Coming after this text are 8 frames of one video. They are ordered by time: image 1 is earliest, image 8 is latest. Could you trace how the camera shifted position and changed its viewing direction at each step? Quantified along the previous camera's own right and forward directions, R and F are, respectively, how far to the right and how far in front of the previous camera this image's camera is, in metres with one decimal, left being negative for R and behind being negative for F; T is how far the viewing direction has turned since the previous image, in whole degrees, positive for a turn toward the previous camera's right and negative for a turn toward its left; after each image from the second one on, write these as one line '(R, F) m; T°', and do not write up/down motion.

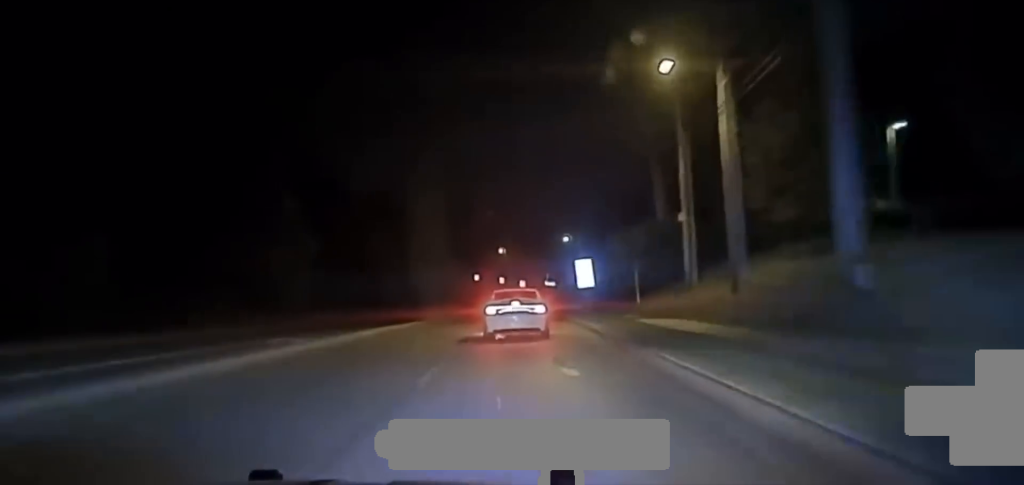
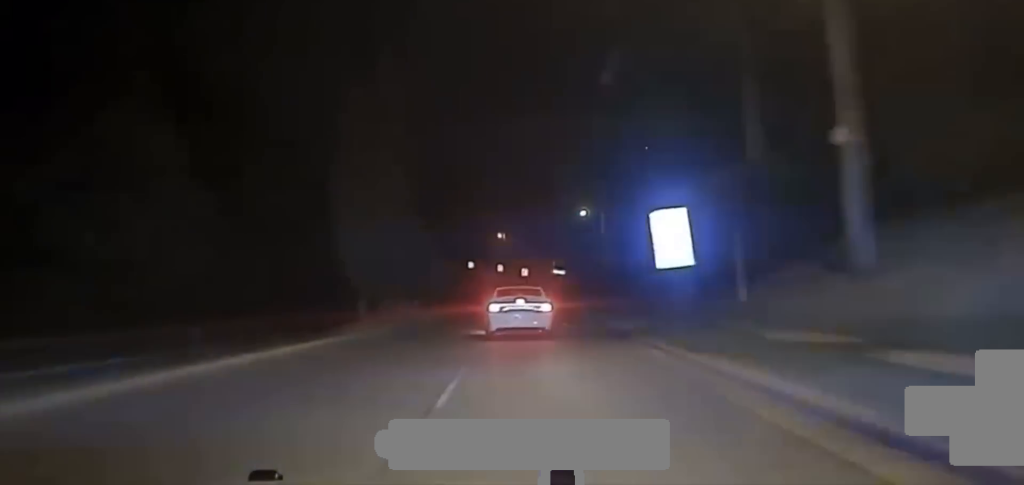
(+0.3, +24.7) m; 0°
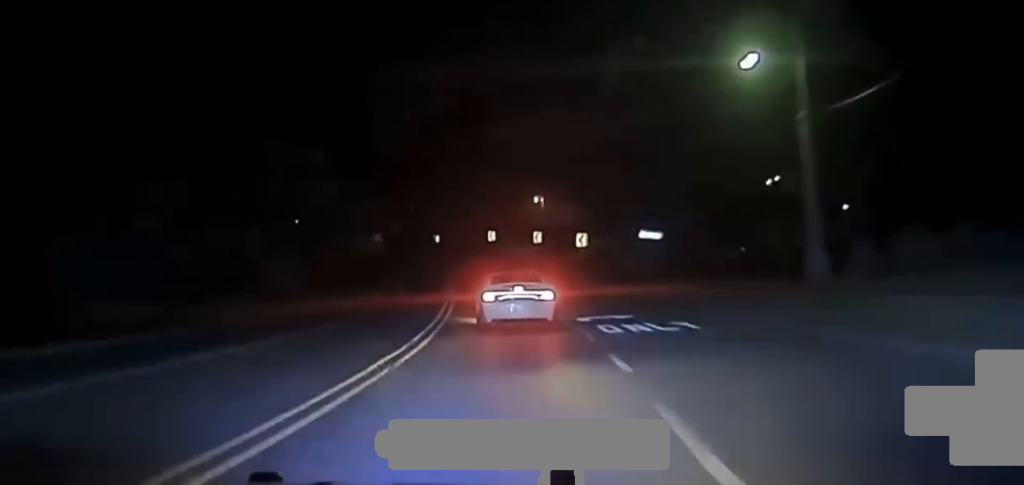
(-0.3, +51.3) m; -3°
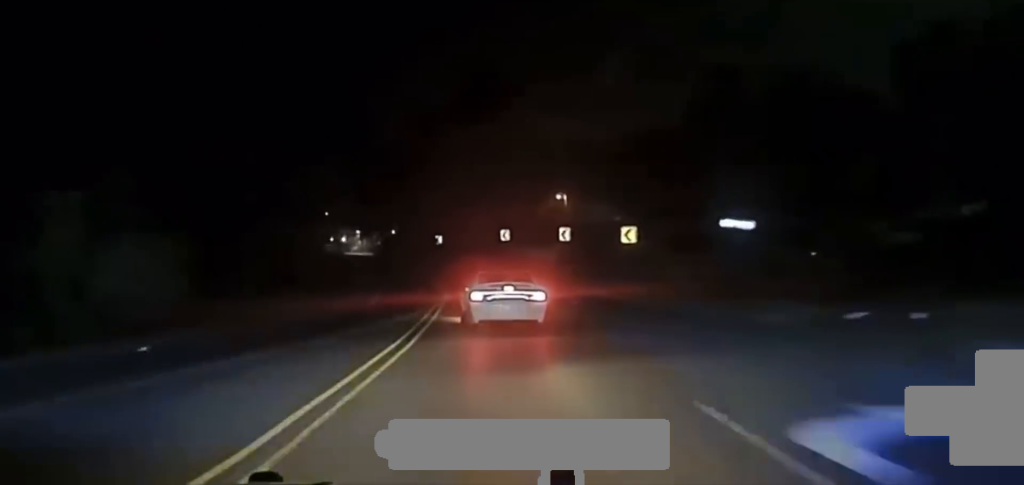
(-0.4, +19.0) m; -4°
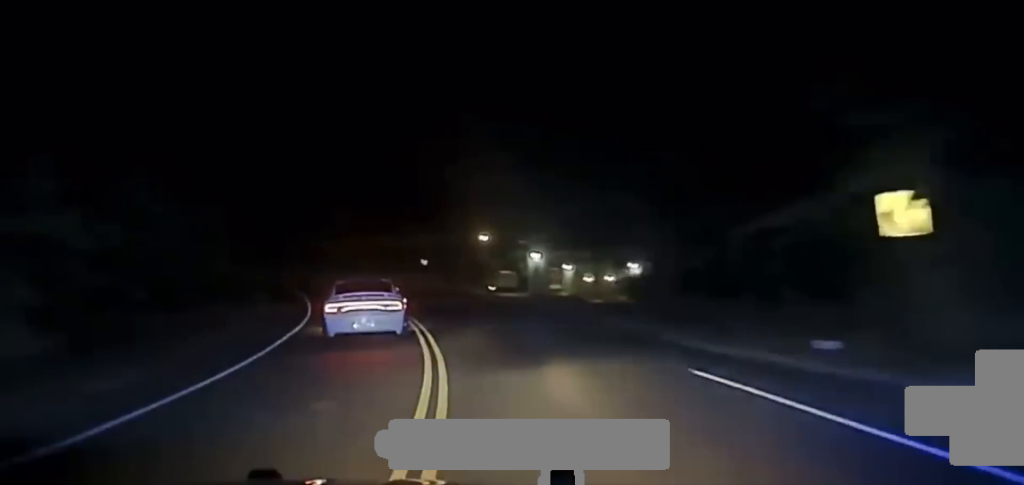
(-11.0, +76.8) m; -19°
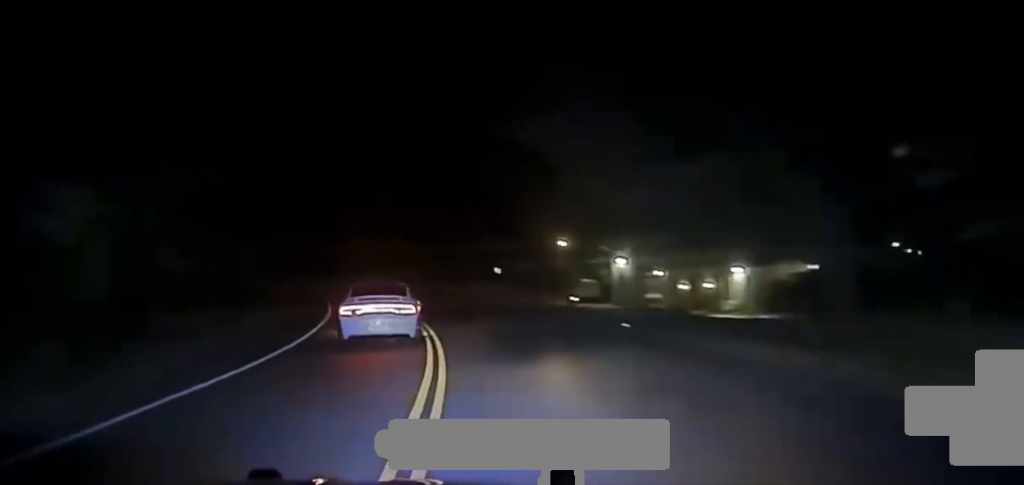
(-0.9, +12.9) m; -5°
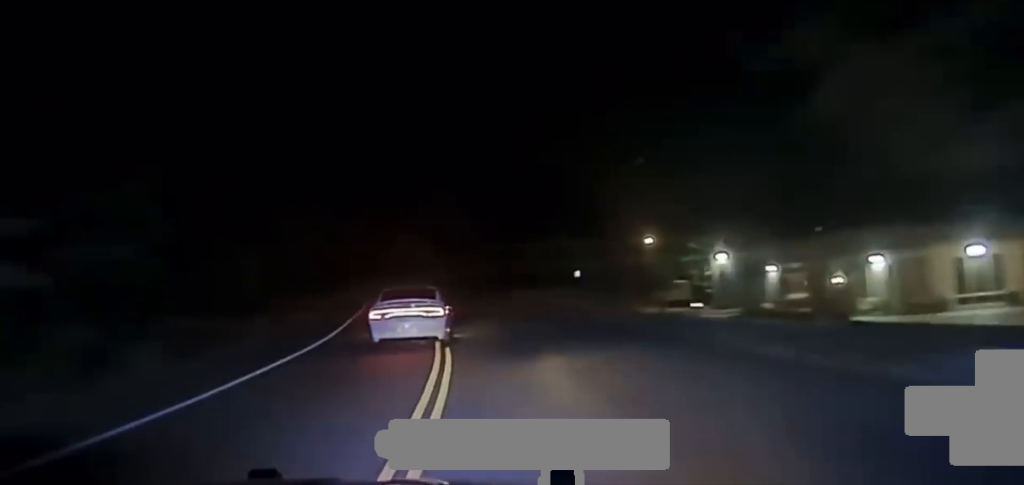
(-0.7, +15.8) m; -3°
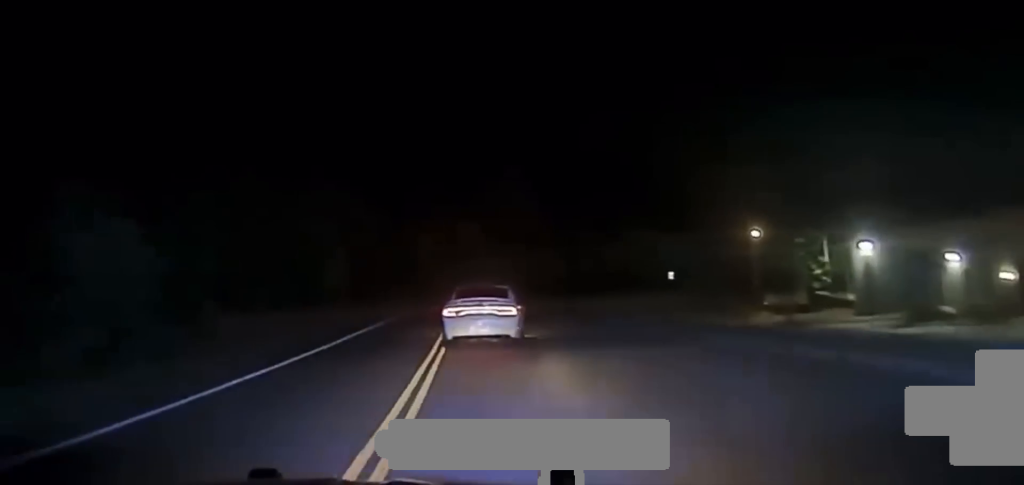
(-1.3, +21.5) m; -1°
